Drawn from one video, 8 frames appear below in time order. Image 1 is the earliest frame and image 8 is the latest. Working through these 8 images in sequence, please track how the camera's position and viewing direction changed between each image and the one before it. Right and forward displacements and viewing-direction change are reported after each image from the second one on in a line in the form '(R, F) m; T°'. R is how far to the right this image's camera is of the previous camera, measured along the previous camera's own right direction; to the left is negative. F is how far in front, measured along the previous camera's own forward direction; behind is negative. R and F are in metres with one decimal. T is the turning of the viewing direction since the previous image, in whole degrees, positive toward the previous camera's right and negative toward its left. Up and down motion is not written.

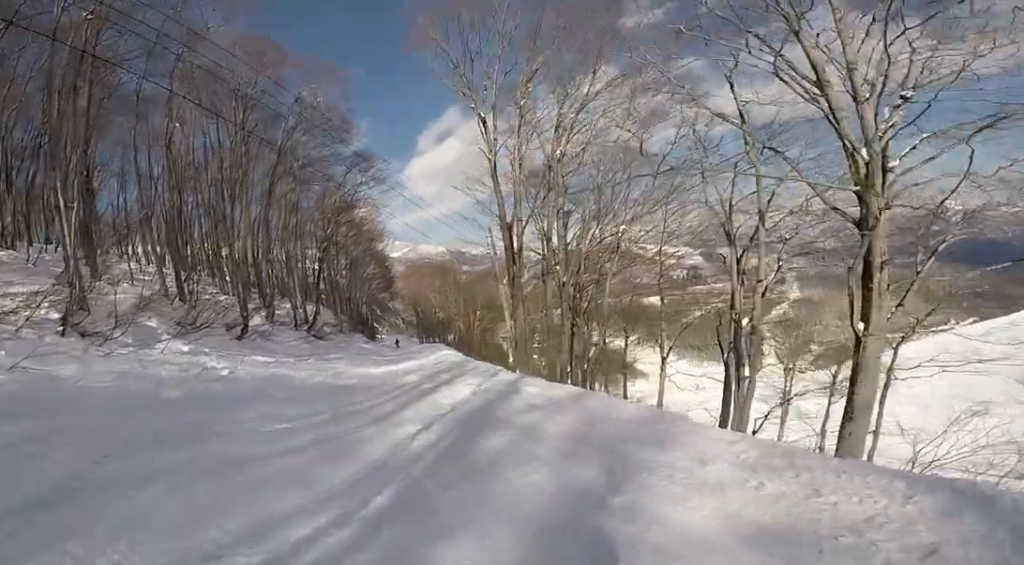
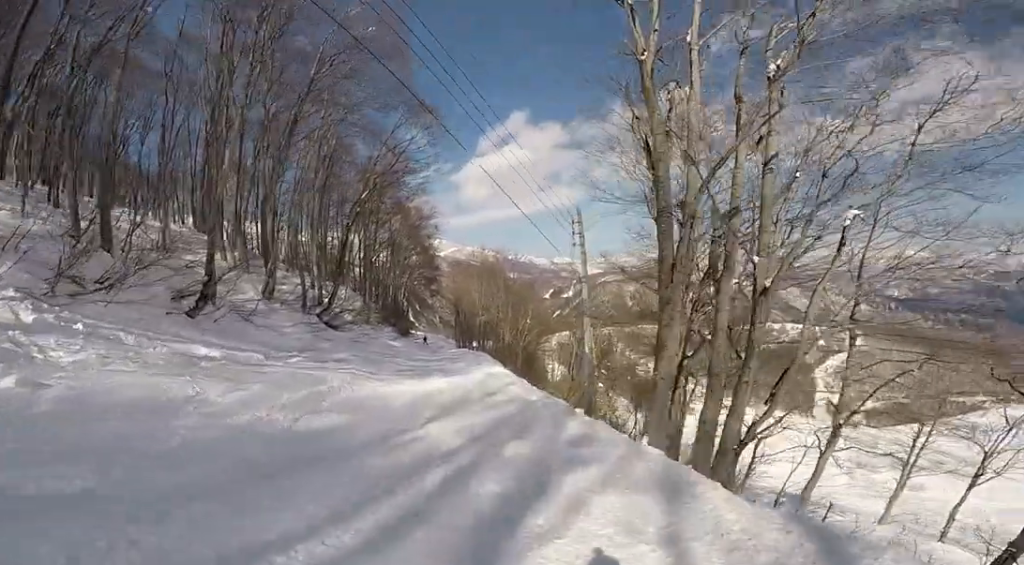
(+0.9, +6.5) m; +7°
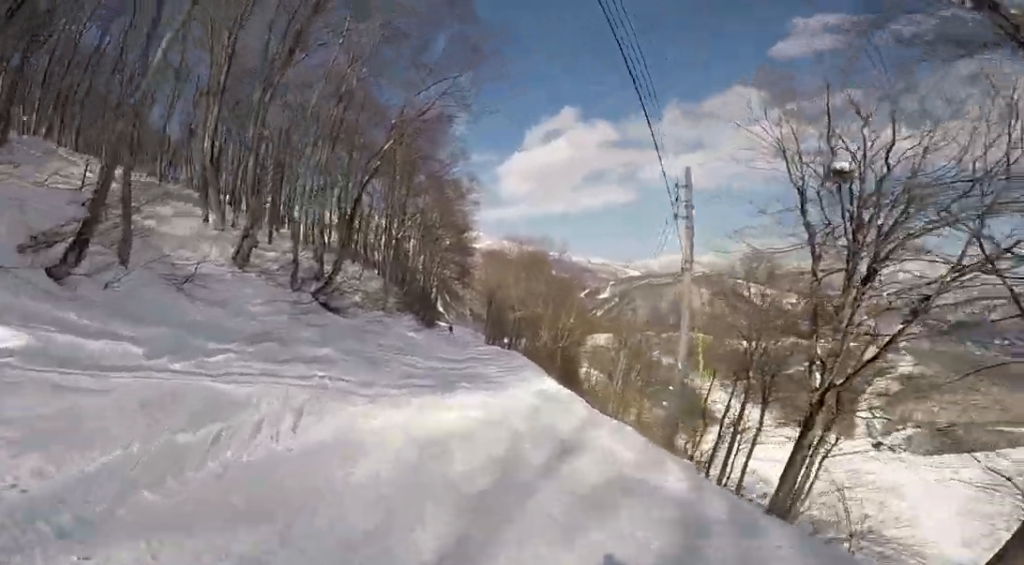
(+0.1, +5.6) m; -3°
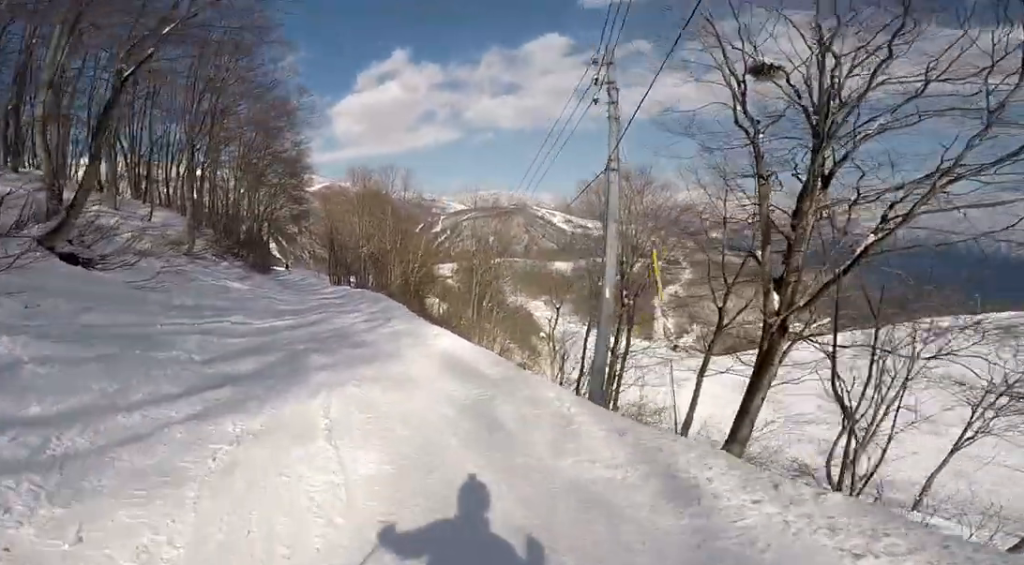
(-0.2, +5.3) m; -4°
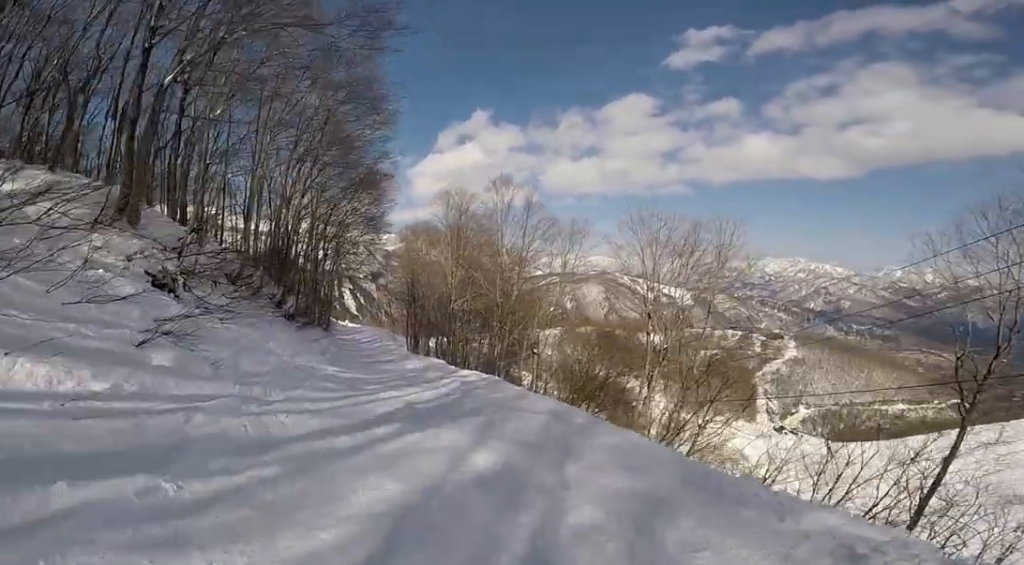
(+1.6, +16.6) m; +5°
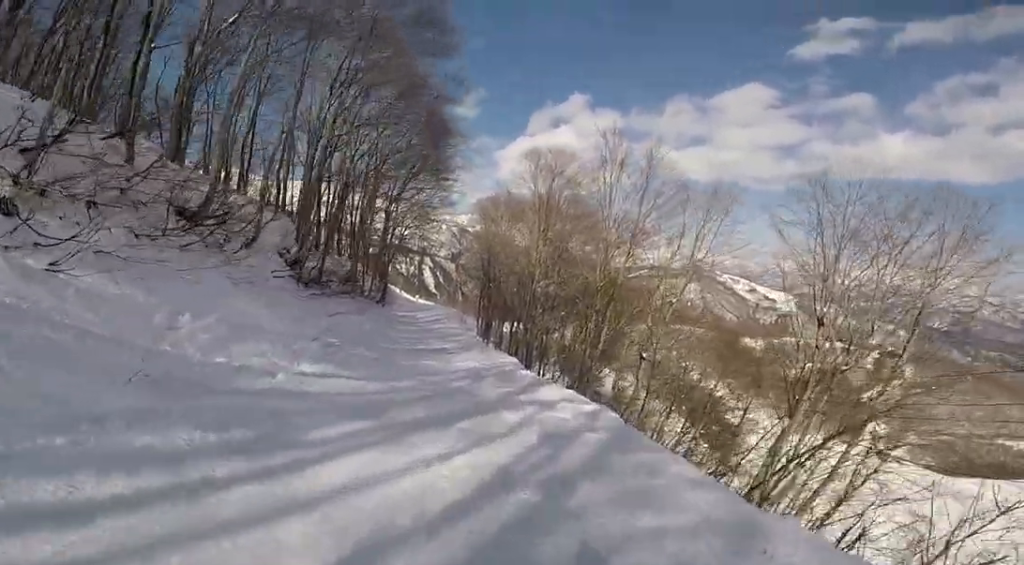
(-0.9, +6.7) m; -3°
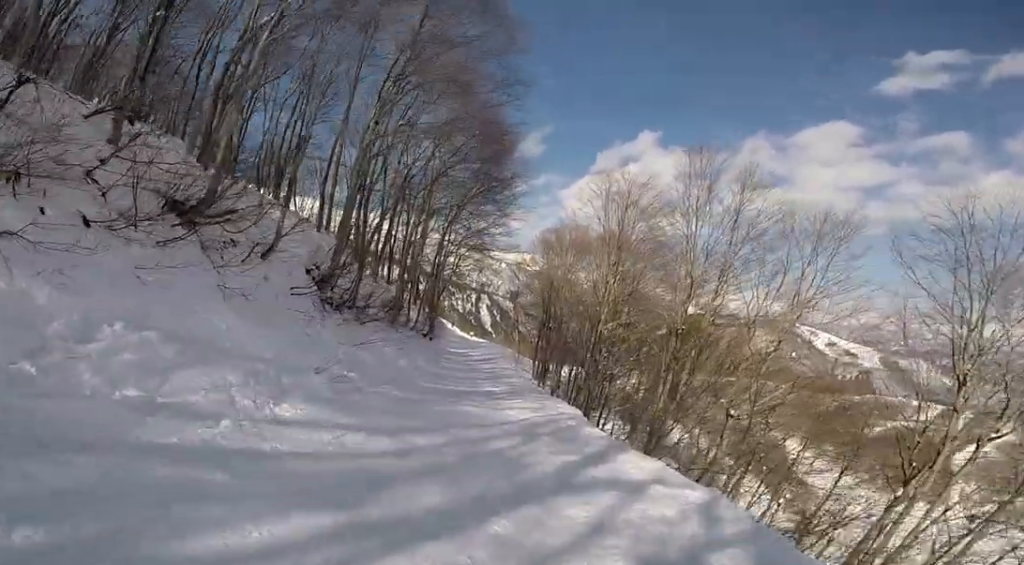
(-0.1, +2.6) m; 0°
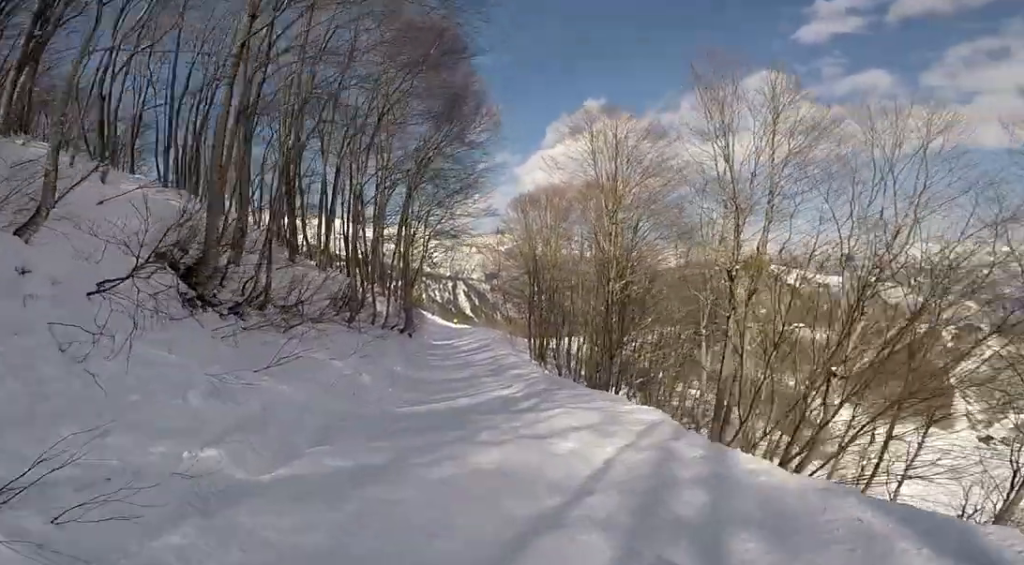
(+0.9, +6.0) m; +1°
